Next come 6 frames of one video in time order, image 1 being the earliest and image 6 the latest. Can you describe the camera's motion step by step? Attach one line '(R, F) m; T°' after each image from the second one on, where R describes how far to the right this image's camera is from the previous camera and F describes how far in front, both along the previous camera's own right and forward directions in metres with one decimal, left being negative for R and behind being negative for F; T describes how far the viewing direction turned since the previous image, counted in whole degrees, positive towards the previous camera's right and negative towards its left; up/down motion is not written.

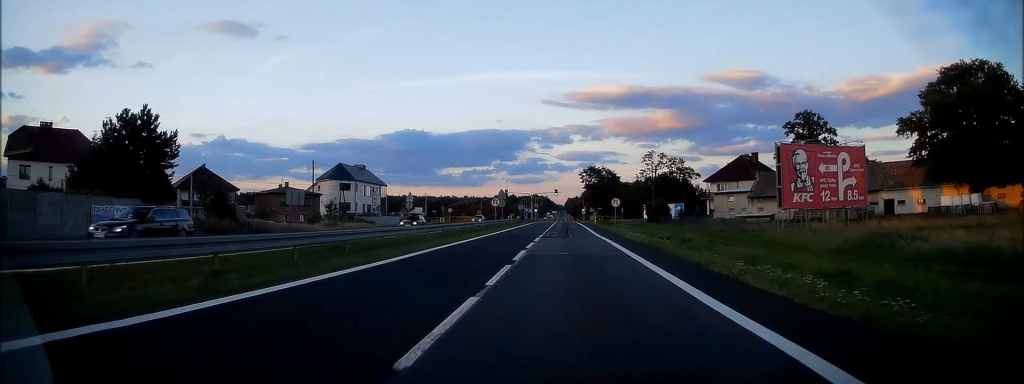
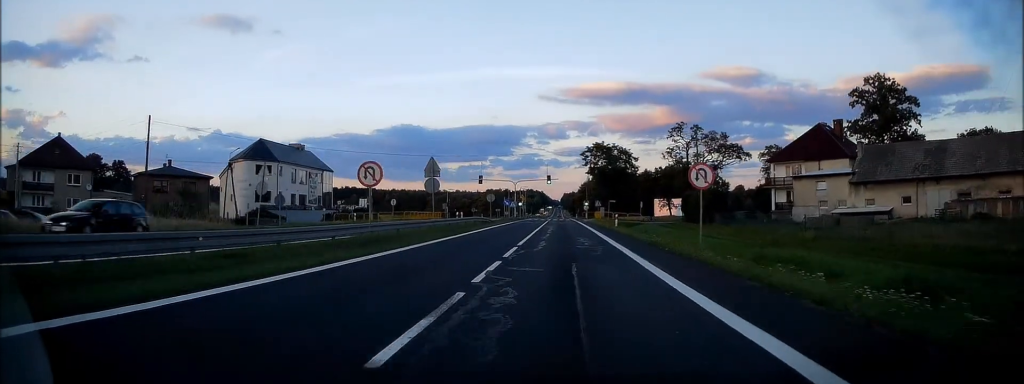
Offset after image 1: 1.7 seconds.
(+0.3, +36.3) m; 0°
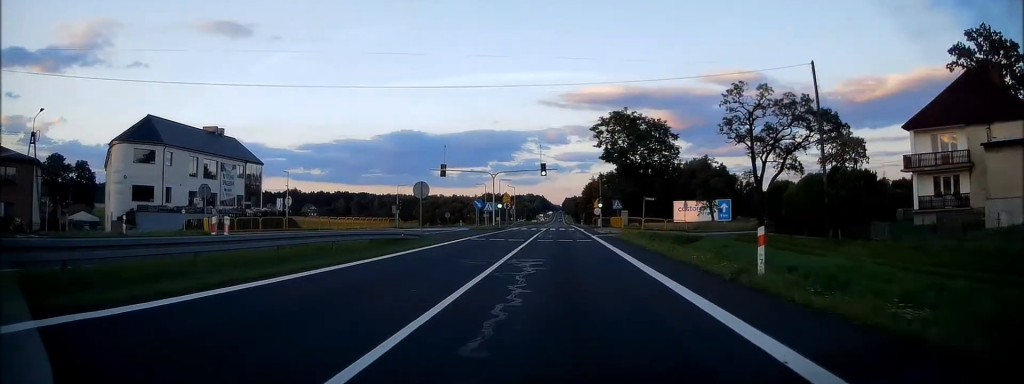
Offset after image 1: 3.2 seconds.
(-0.2, +30.9) m; 0°
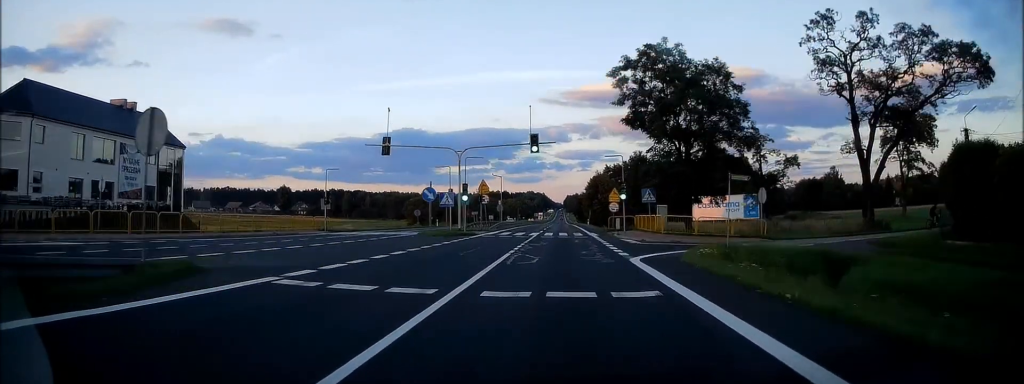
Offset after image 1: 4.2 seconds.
(-0.1, +22.3) m; 0°
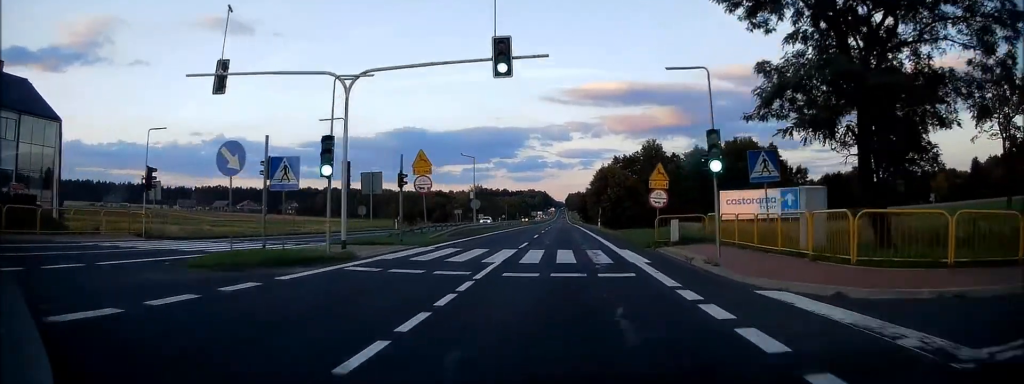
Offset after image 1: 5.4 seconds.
(+0.1, +23.5) m; 0°
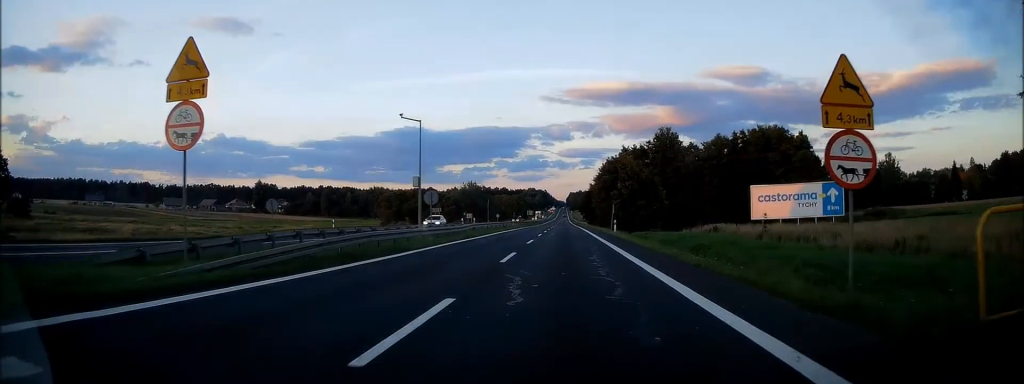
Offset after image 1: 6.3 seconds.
(-0.3, +19.2) m; 0°
